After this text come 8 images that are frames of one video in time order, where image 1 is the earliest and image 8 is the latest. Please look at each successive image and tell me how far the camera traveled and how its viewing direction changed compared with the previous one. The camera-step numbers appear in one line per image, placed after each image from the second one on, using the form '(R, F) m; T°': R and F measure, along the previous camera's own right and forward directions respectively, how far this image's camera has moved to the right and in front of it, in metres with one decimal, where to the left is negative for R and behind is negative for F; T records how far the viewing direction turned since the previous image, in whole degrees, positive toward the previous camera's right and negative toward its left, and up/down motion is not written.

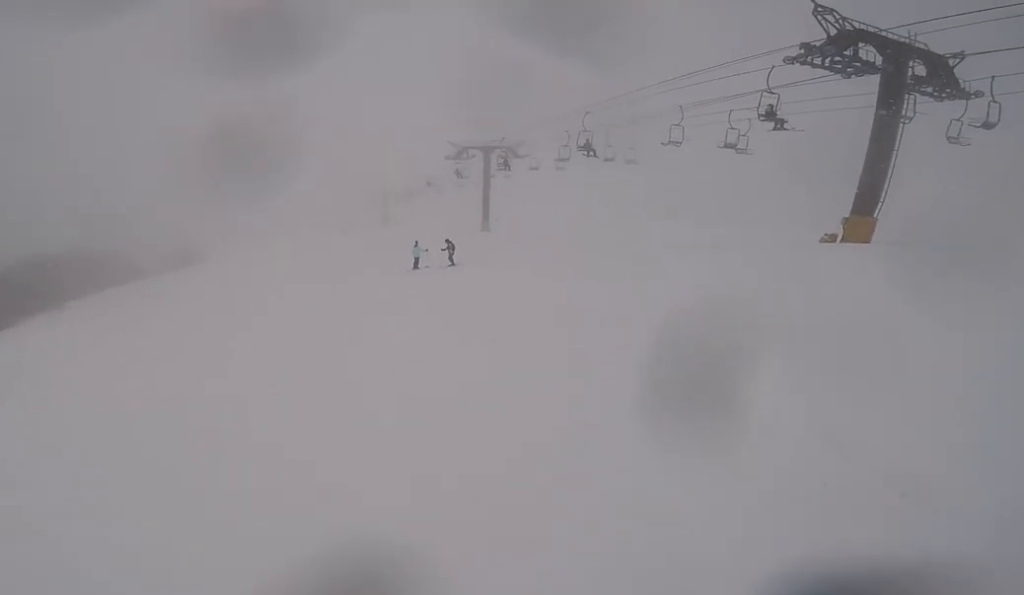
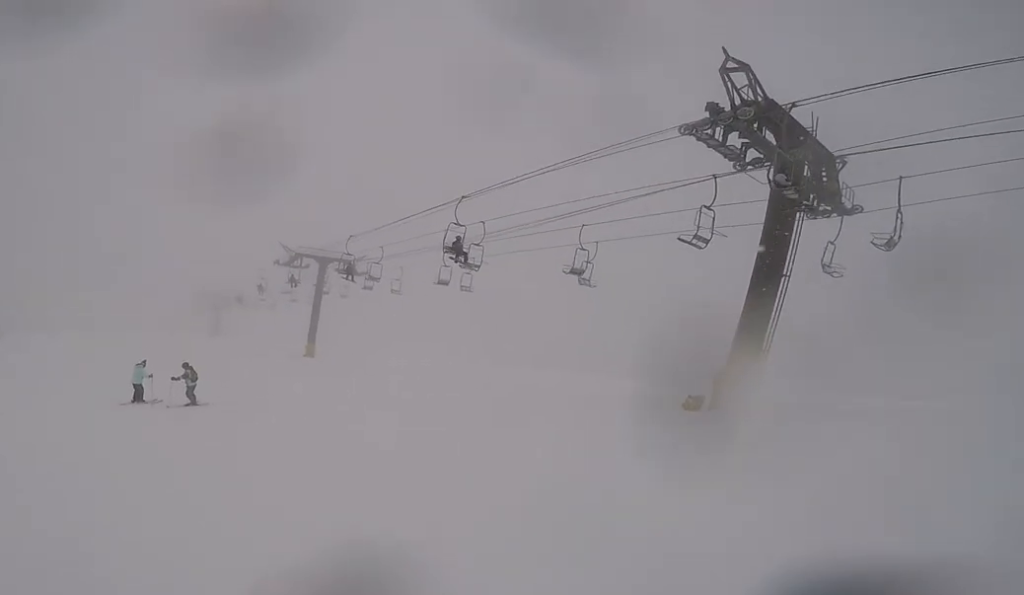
(+4.6, +9.3) m; +31°
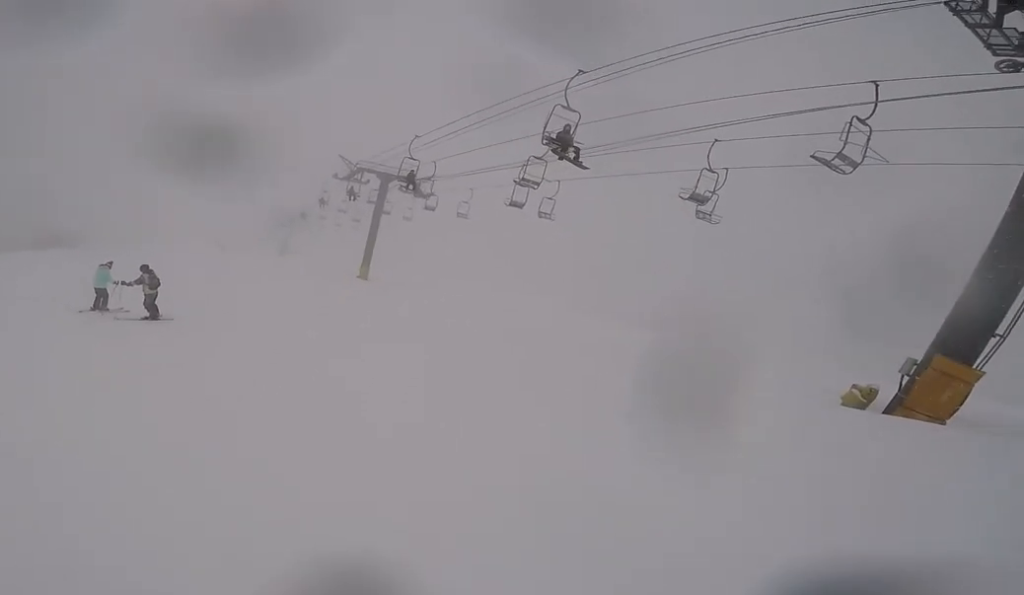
(-0.1, +5.3) m; -8°
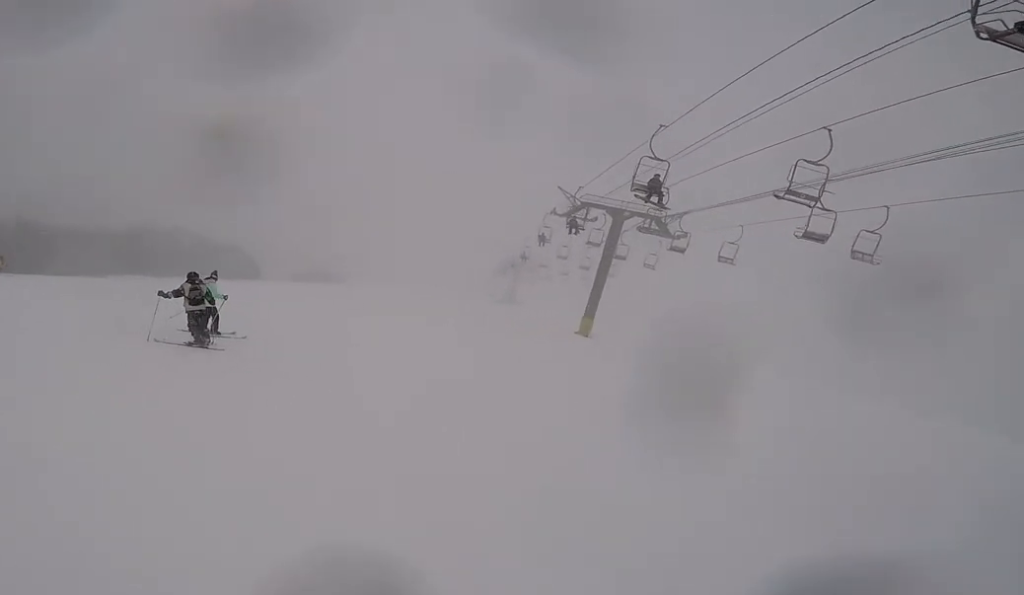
(-0.7, +6.2) m; -18°
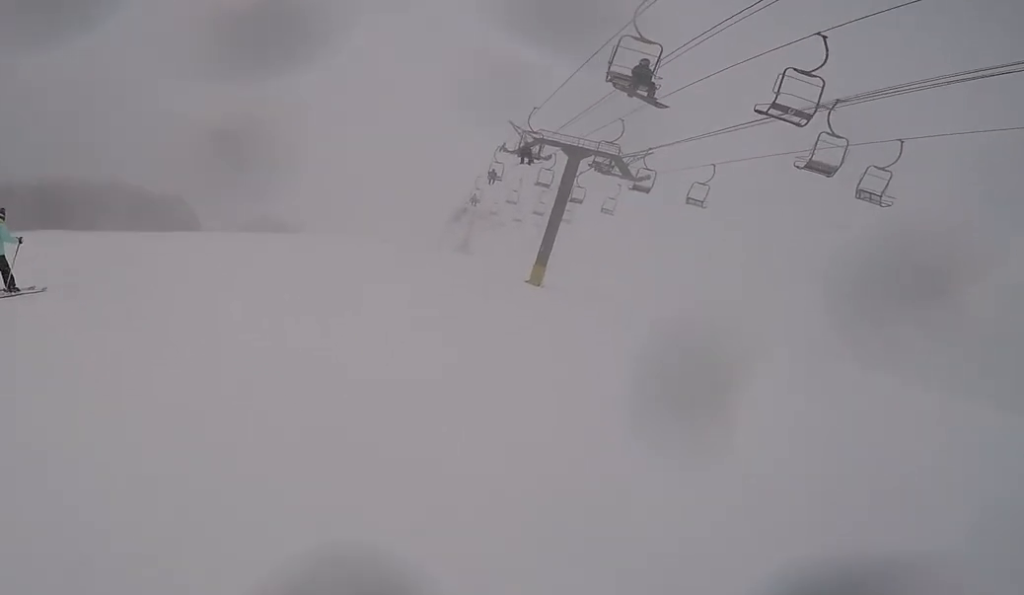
(-0.2, +4.5) m; -16°
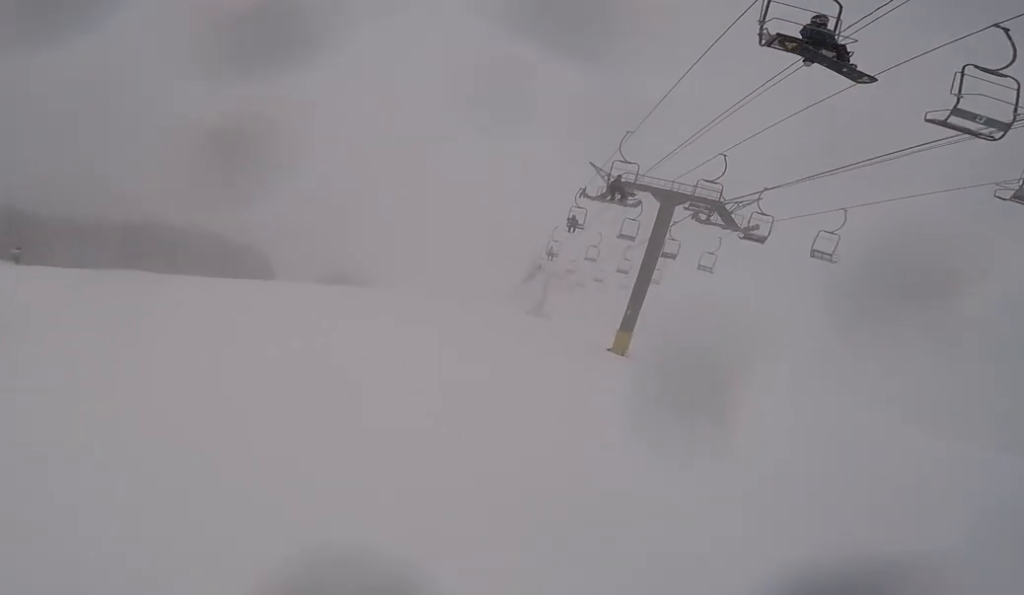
(-0.7, +3.2) m; -14°
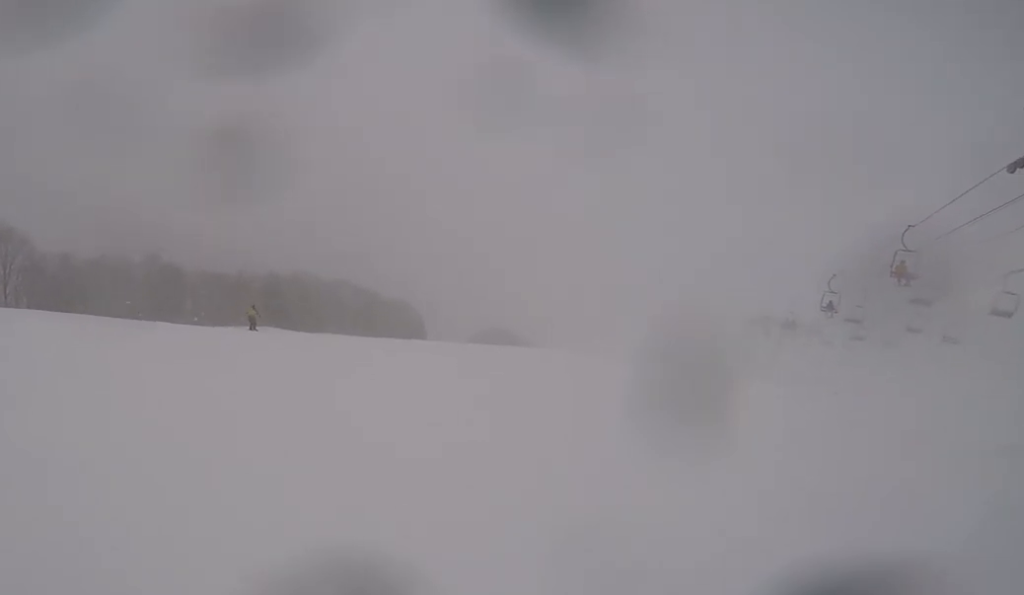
(-4.2, +12.5) m; -17°
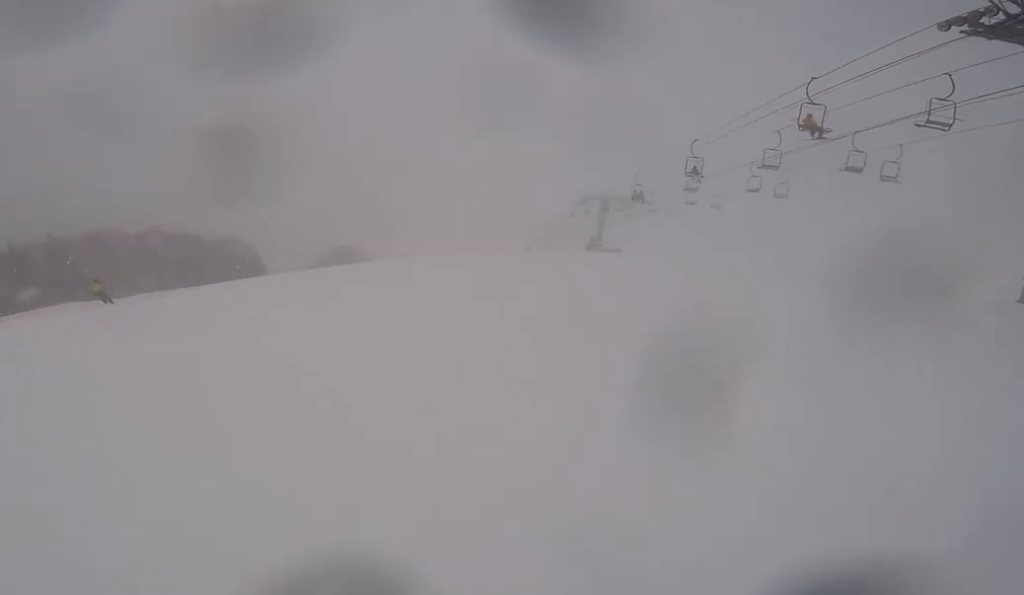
(+0.6, +5.2) m; +10°
